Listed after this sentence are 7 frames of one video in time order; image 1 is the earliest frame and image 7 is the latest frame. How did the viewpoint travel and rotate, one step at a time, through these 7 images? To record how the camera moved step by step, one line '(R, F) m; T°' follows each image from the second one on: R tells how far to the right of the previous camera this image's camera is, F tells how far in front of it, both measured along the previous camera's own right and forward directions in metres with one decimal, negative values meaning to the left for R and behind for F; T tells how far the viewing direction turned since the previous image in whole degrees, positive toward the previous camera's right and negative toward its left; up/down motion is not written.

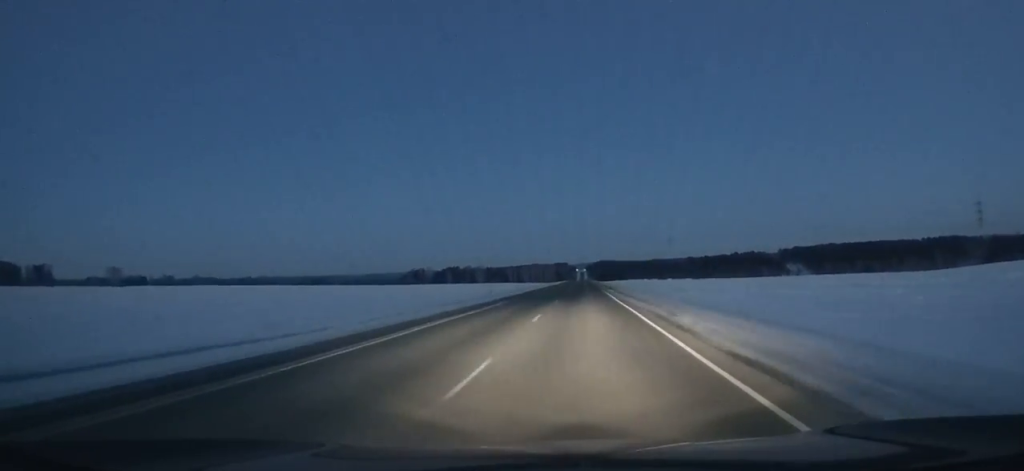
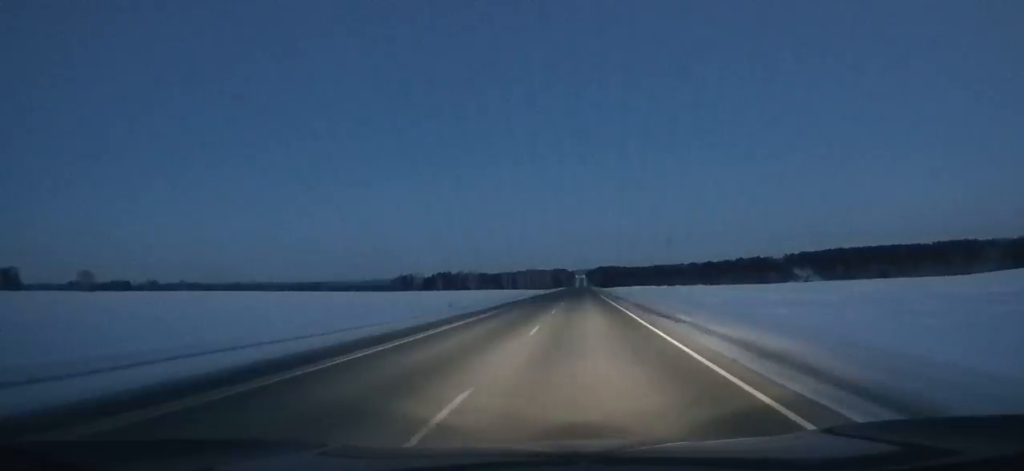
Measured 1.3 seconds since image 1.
(0.0, +40.3) m; 0°
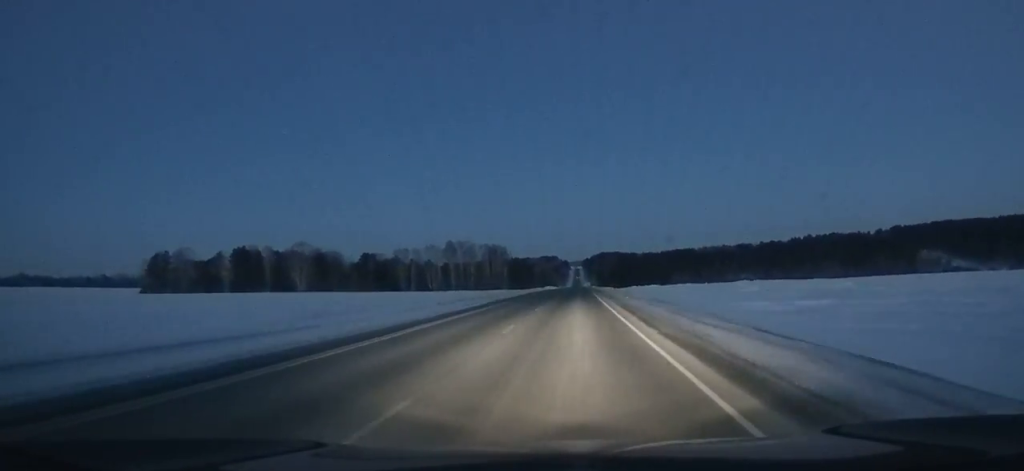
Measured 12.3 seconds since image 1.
(+0.4, +343.4) m; 0°
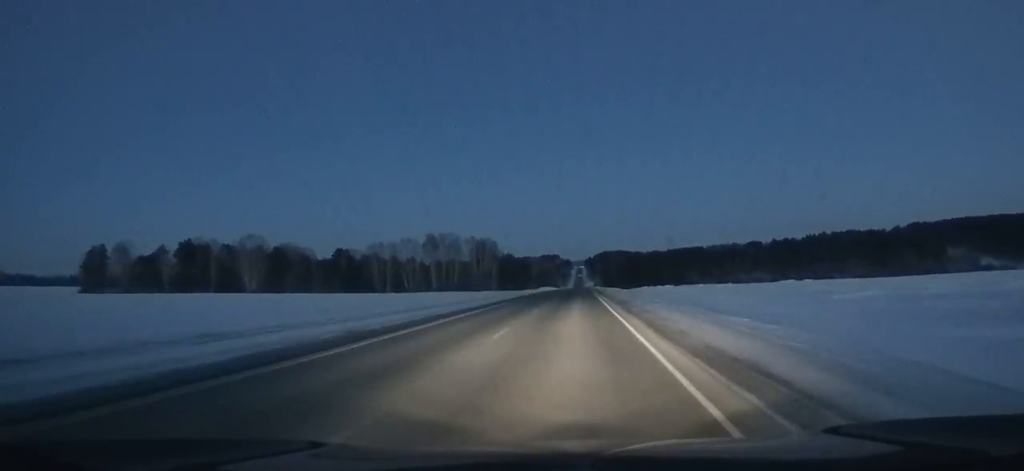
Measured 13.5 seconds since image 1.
(0.0, +38.0) m; 0°
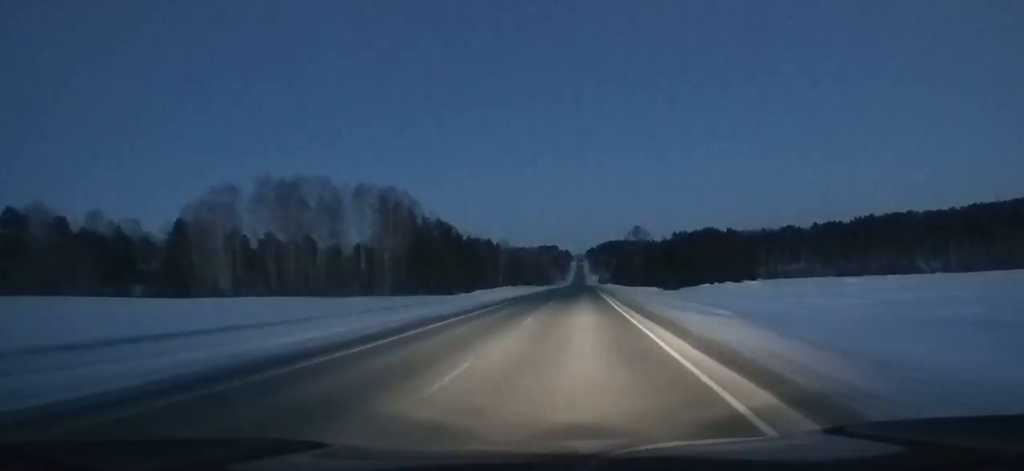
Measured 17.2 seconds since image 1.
(-0.1, +117.7) m; 0°
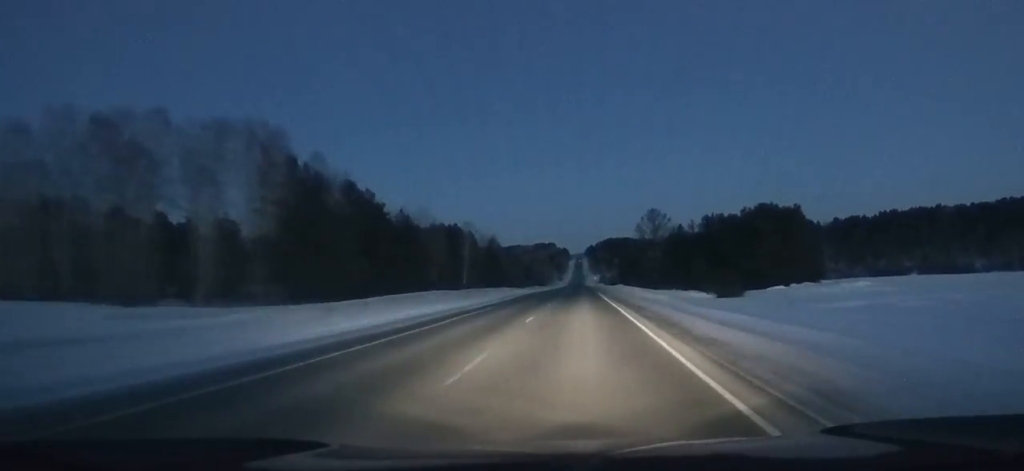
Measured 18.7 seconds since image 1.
(+0.1, +48.0) m; 0°
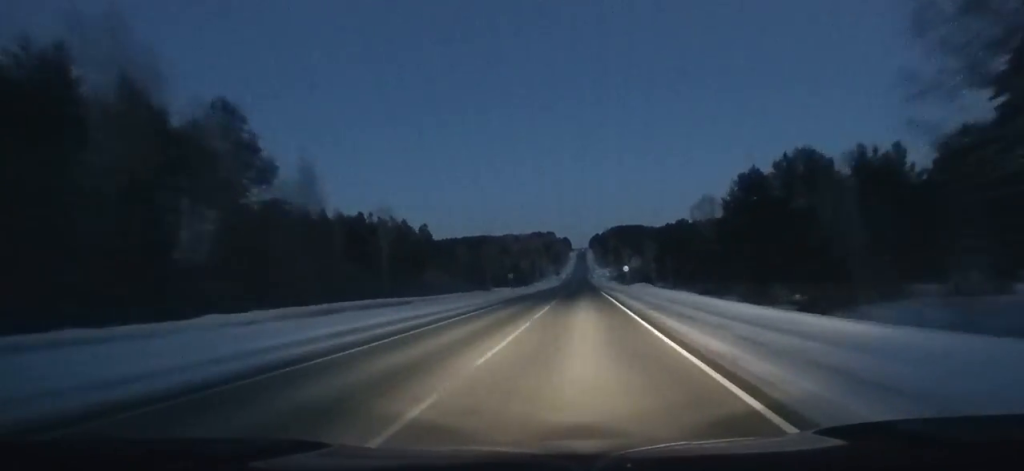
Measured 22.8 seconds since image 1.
(+0.5, +131.5) m; 0°
